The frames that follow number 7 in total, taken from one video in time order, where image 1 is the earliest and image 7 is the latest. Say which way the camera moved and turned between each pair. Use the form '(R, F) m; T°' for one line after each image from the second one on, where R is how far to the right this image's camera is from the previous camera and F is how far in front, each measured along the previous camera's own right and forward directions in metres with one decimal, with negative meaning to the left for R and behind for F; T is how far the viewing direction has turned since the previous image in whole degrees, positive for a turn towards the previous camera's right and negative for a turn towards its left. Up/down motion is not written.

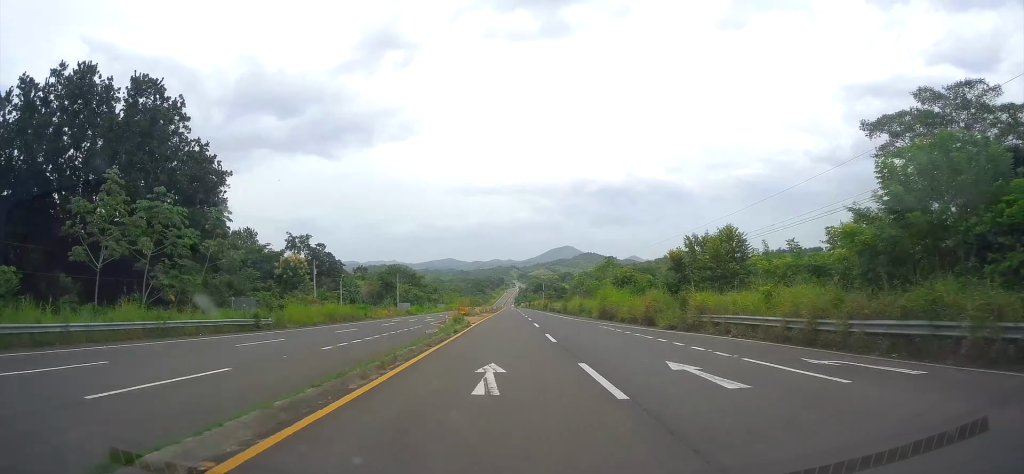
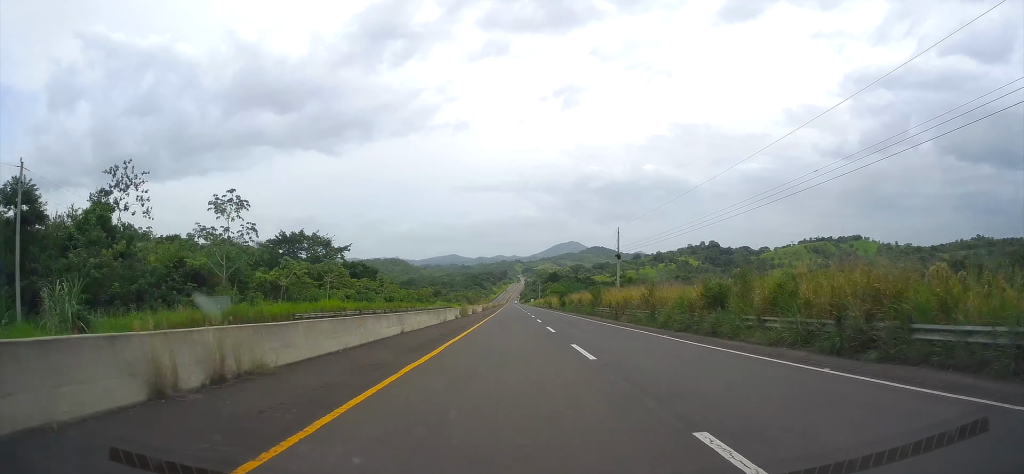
(0.0, +122.9) m; 0°
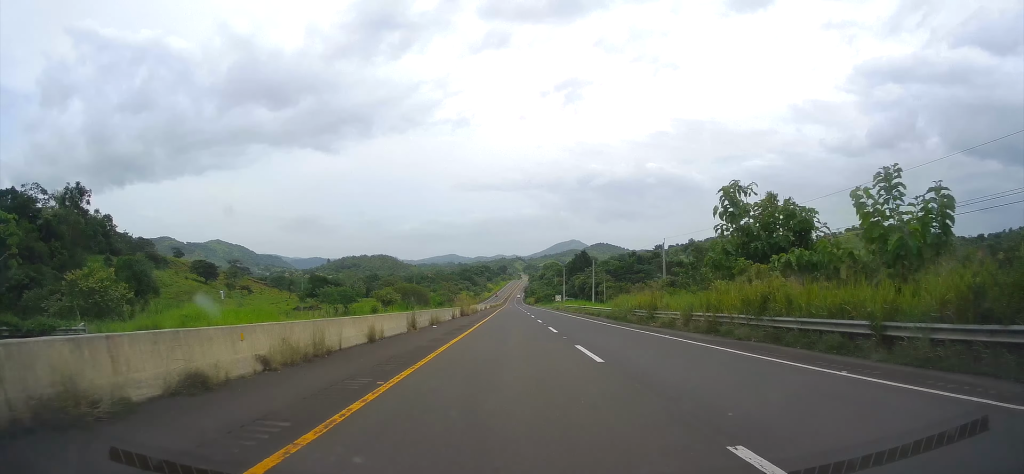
(-0.6, +145.7) m; 0°
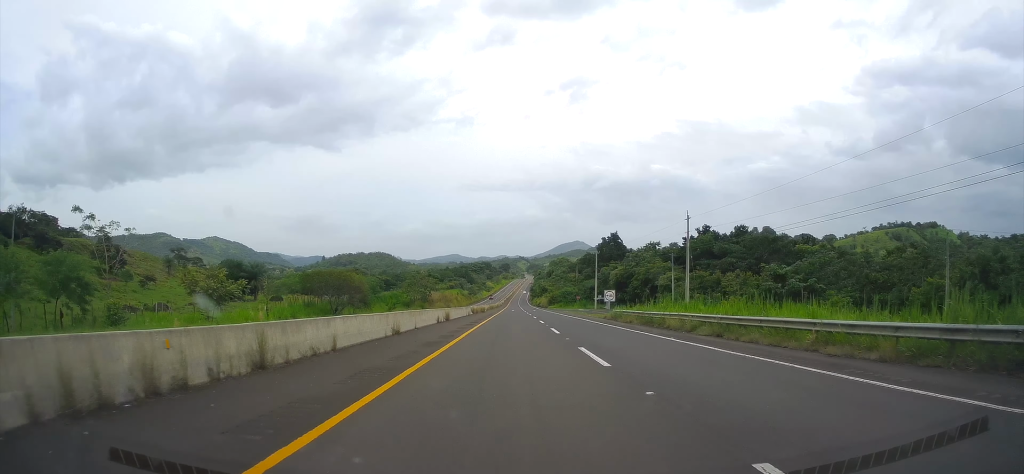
(+0.2, +61.7) m; 0°
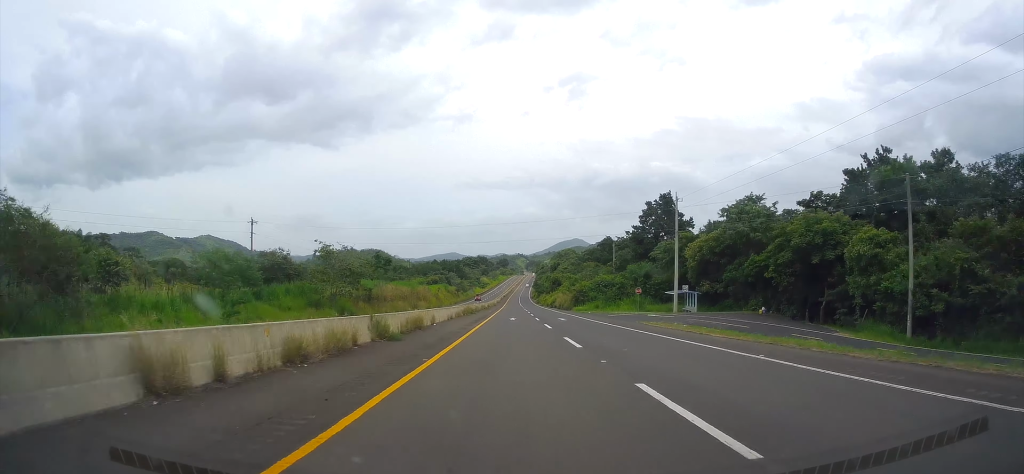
(+0.2, +56.4) m; 0°
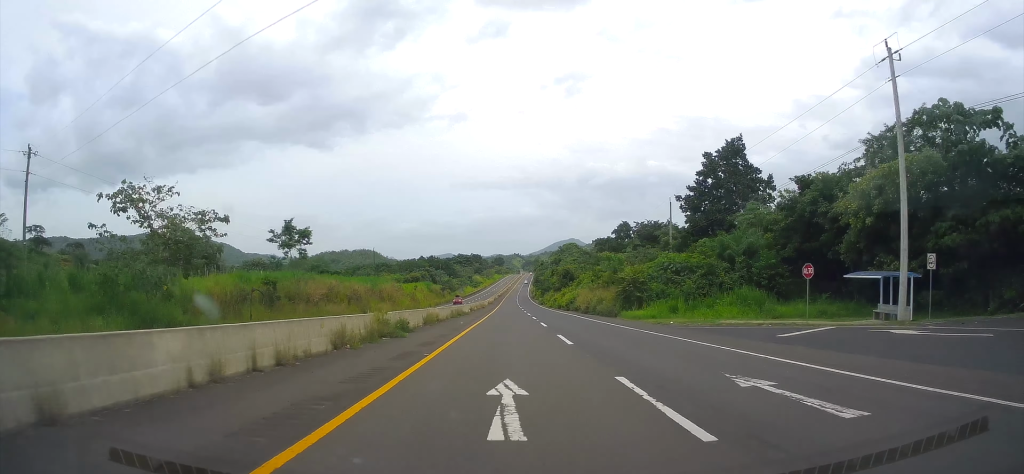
(+0.1, +36.8) m; 0°
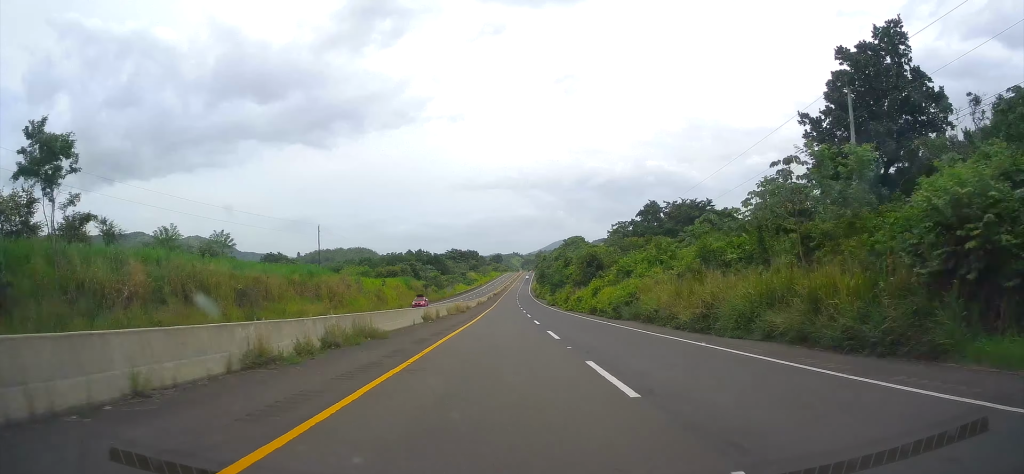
(-0.3, +34.1) m; 0°
